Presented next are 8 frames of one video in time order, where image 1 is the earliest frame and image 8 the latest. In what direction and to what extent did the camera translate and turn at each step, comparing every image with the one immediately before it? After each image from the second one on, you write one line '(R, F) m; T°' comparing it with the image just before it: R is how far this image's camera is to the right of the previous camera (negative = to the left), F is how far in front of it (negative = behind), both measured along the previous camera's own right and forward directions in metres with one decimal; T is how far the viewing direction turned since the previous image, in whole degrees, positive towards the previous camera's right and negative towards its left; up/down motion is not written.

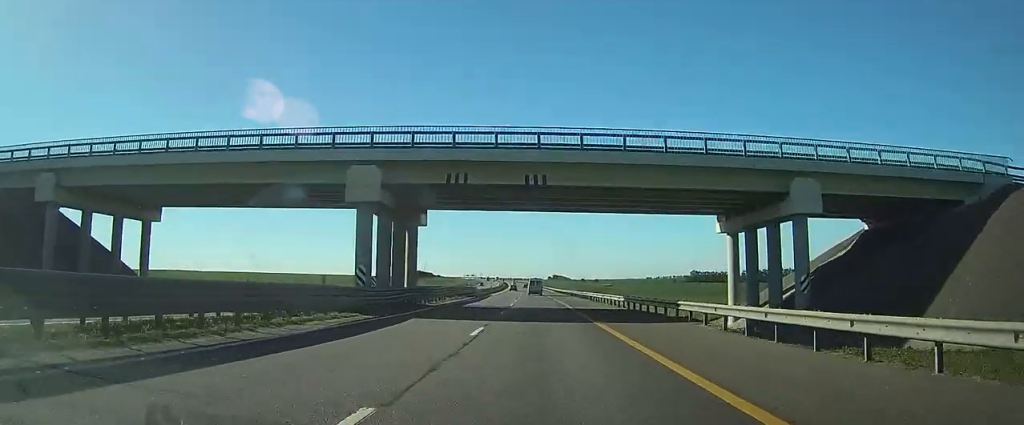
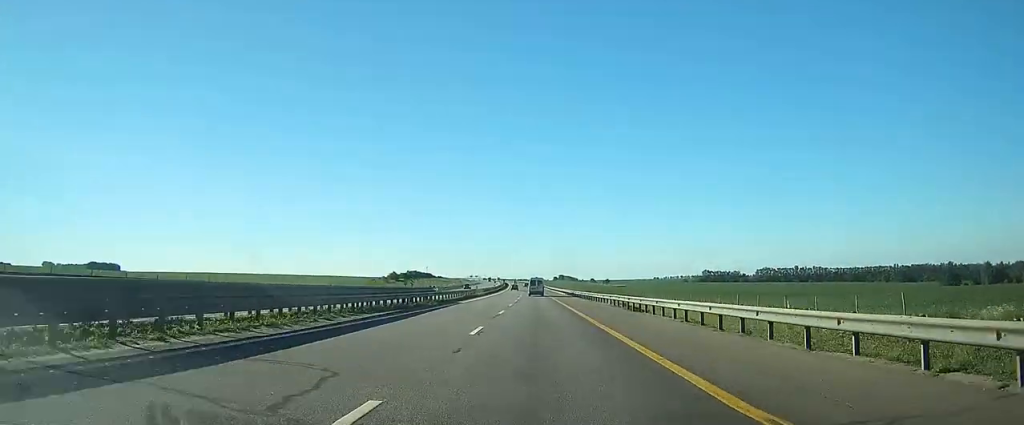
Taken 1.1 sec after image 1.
(-0.1, +35.6) m; 0°
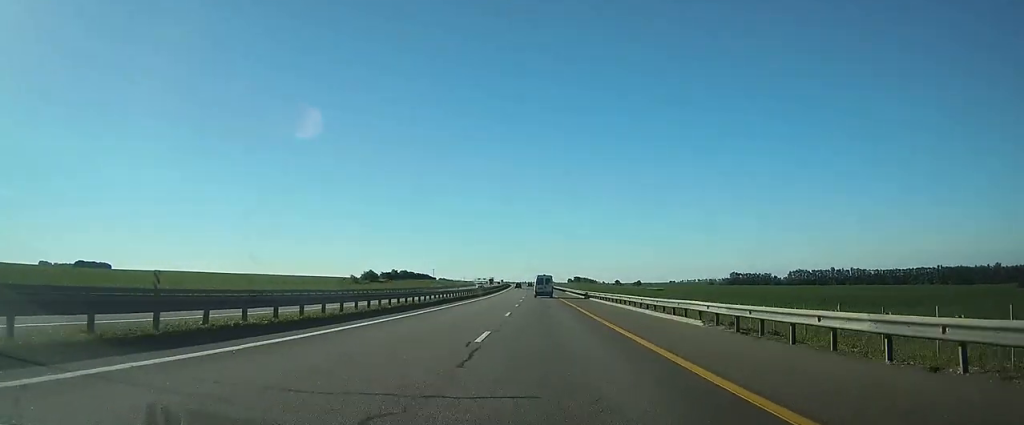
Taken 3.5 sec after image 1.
(-0.8, +74.0) m; -1°
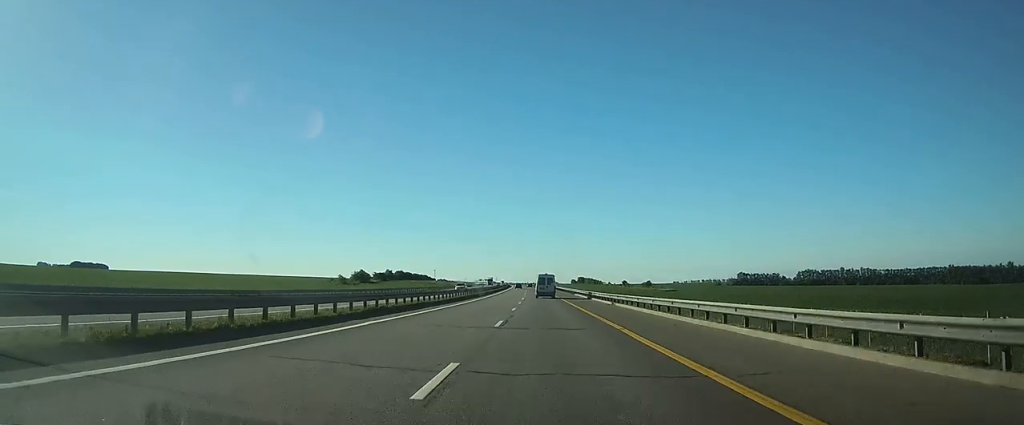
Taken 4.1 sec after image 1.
(0.0, +18.7) m; 0°
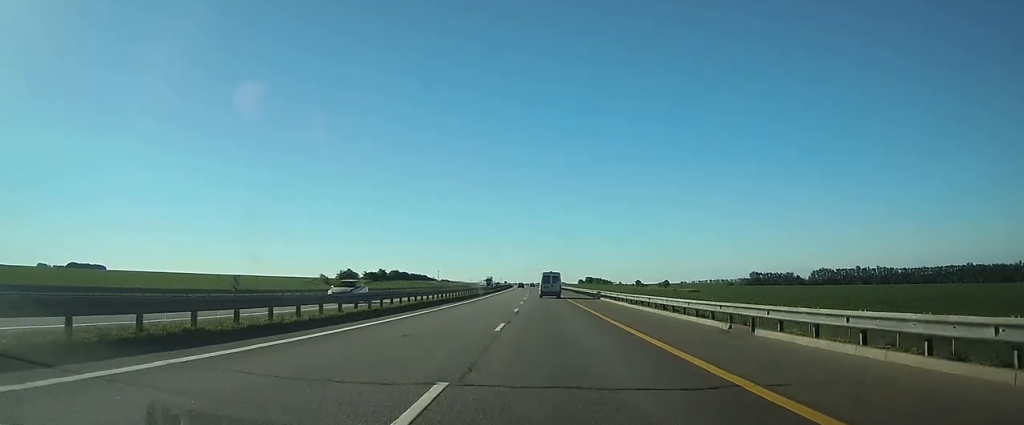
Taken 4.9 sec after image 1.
(-0.1, +25.8) m; -1°
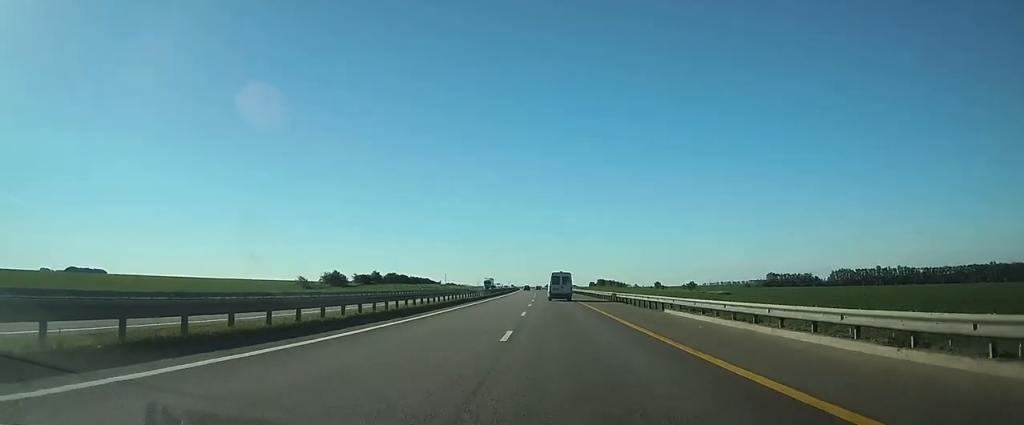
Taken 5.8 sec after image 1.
(-0.2, +26.8) m; -1°
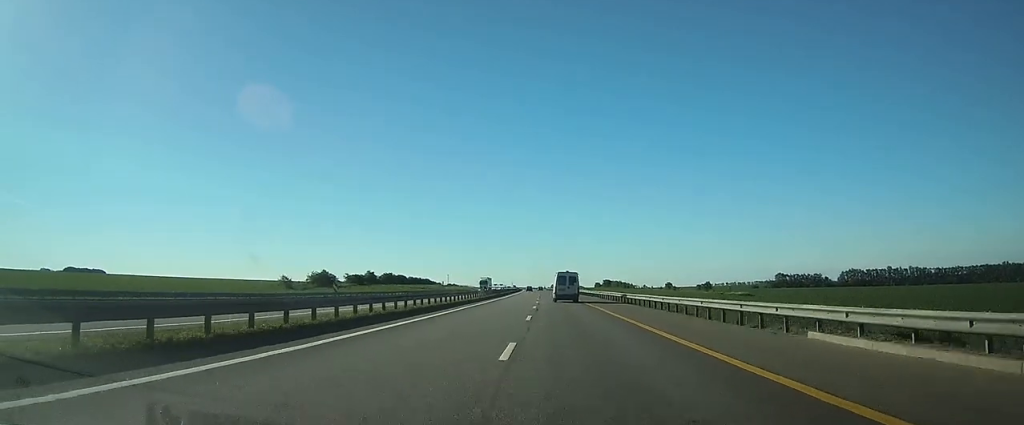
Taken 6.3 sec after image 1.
(-0.1, +15.5) m; 0°
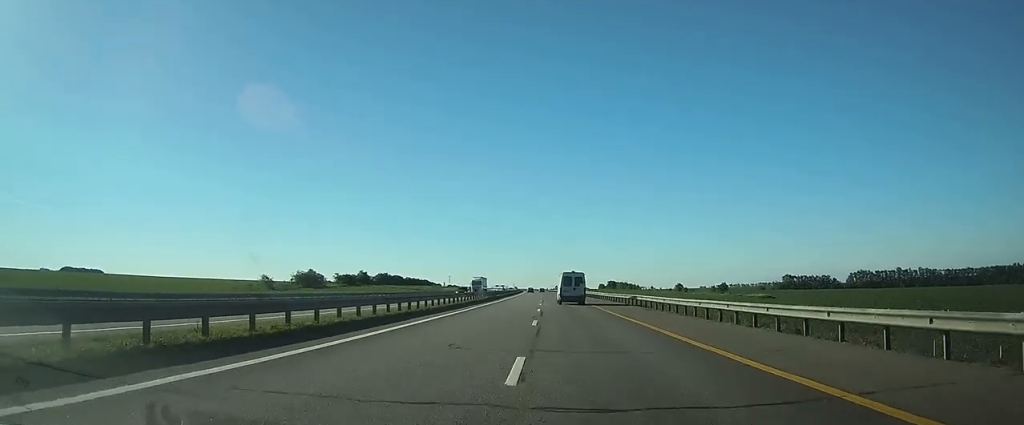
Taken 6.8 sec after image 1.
(0.0, +14.4) m; 0°
